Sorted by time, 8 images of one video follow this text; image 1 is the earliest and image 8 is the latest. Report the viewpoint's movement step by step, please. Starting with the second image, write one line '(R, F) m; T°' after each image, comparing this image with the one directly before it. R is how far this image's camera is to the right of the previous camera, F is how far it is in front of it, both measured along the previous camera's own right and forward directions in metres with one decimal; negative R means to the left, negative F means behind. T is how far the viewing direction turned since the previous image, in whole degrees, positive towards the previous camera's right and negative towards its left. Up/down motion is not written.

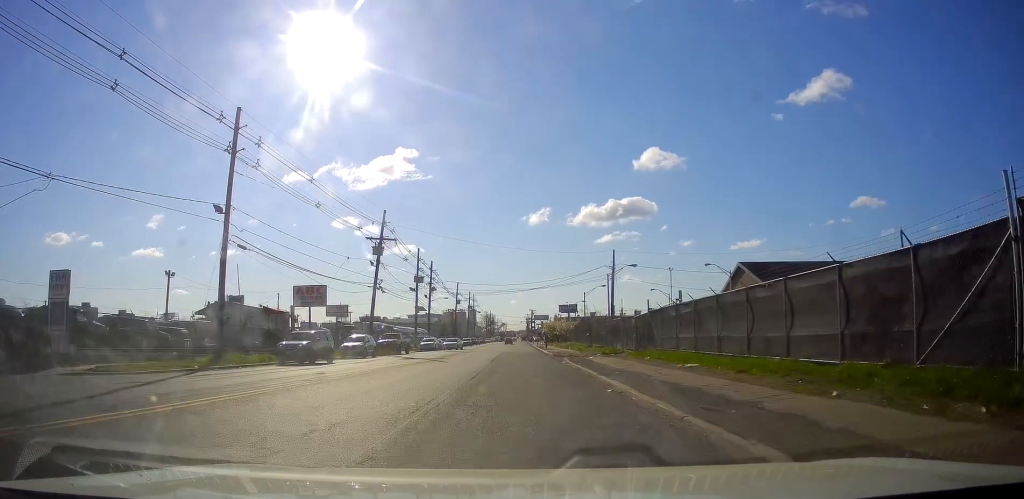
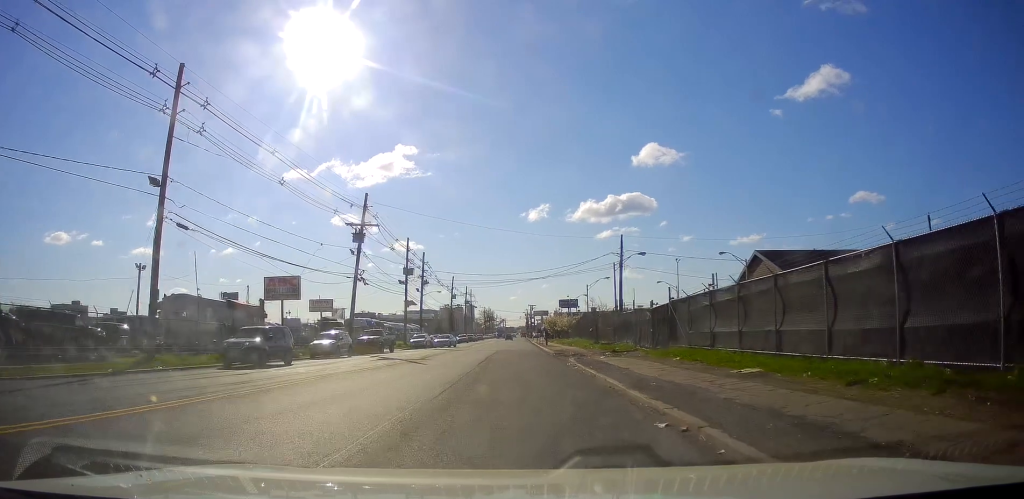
(-0.2, +5.7) m; -1°
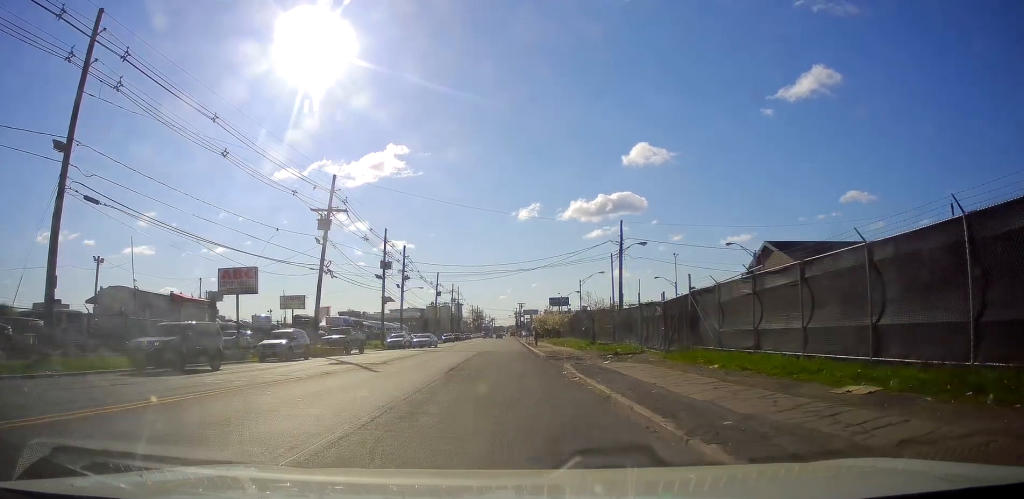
(+0.2, +6.3) m; +2°
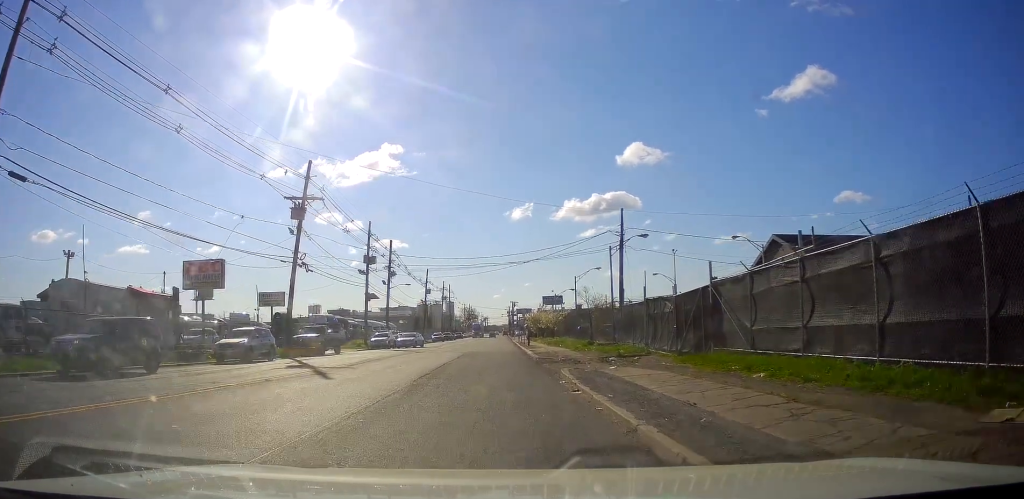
(-0.1, +4.4) m; -2°
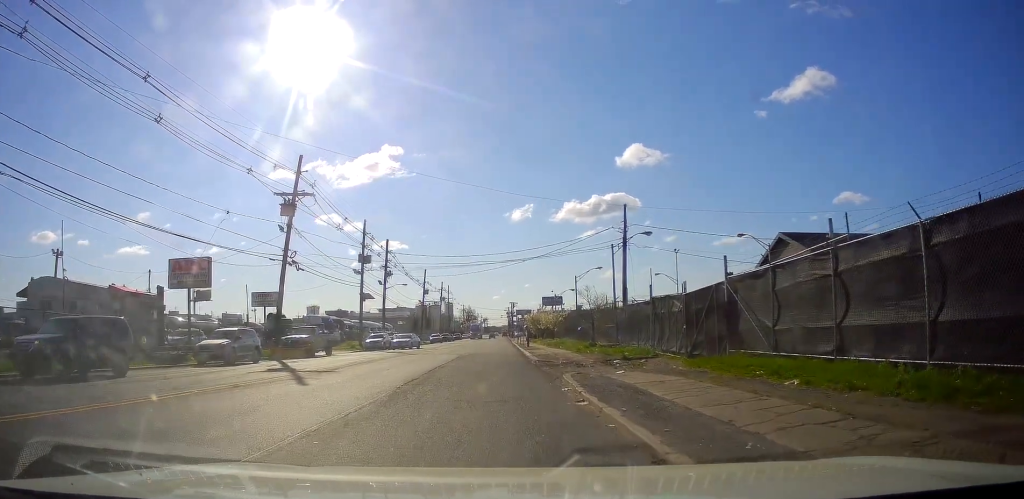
(0.0, +1.8) m; -4°
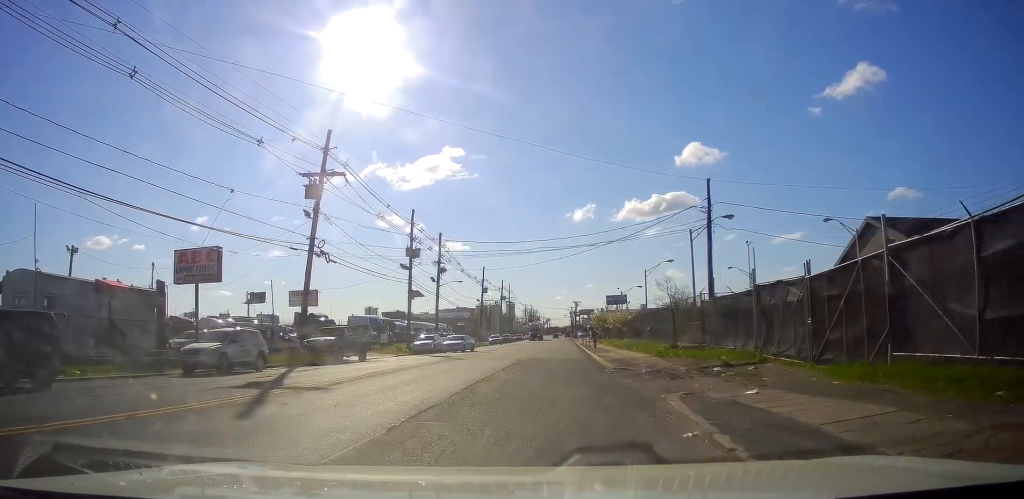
(-0.6, +5.3) m; -7°
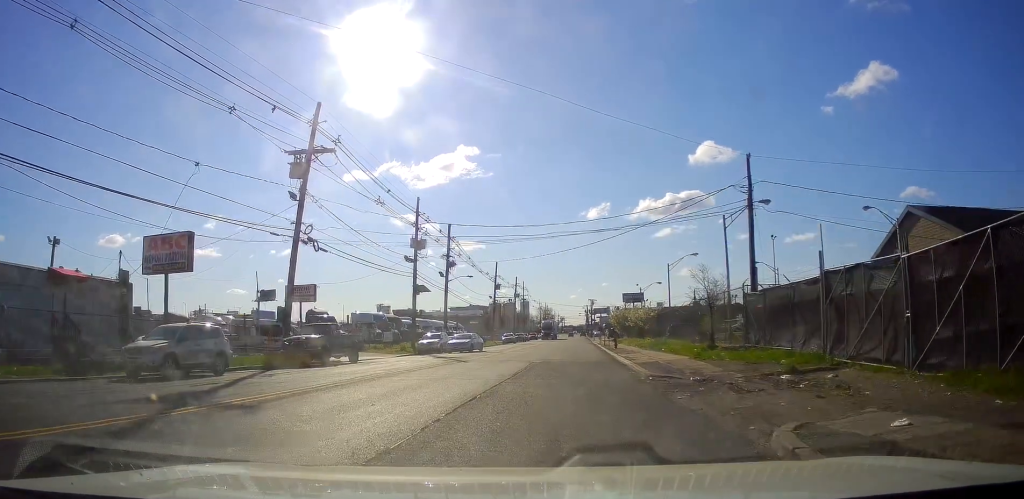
(-0.1, +3.8) m; +1°
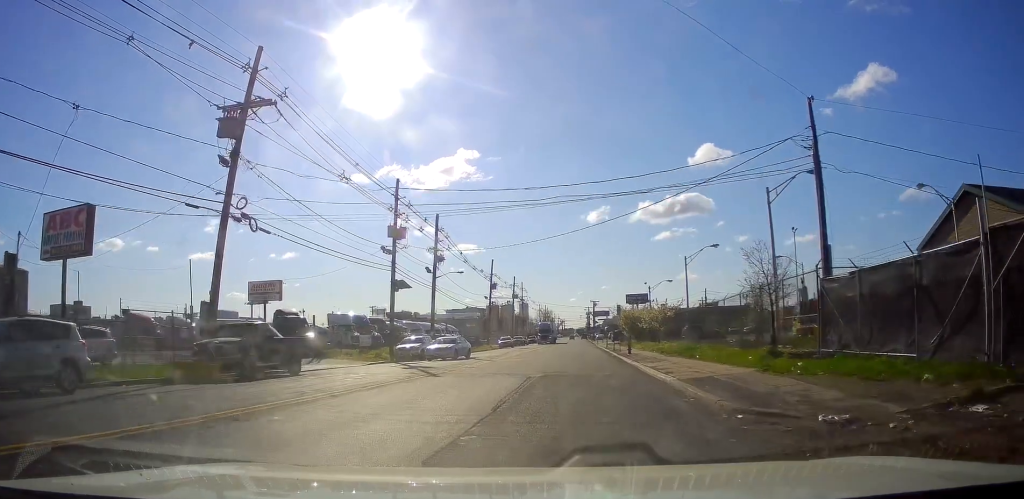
(+0.4, +6.7) m; +2°
